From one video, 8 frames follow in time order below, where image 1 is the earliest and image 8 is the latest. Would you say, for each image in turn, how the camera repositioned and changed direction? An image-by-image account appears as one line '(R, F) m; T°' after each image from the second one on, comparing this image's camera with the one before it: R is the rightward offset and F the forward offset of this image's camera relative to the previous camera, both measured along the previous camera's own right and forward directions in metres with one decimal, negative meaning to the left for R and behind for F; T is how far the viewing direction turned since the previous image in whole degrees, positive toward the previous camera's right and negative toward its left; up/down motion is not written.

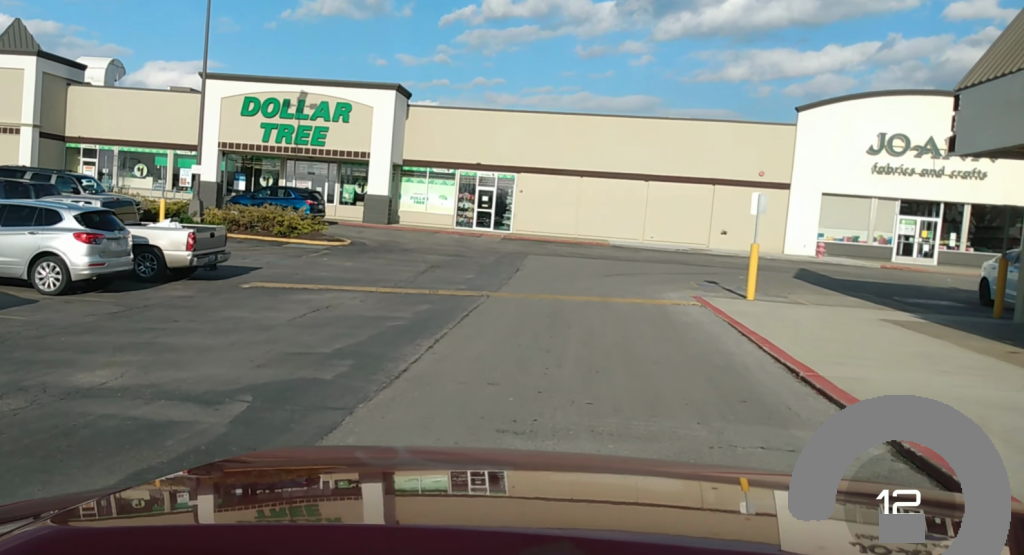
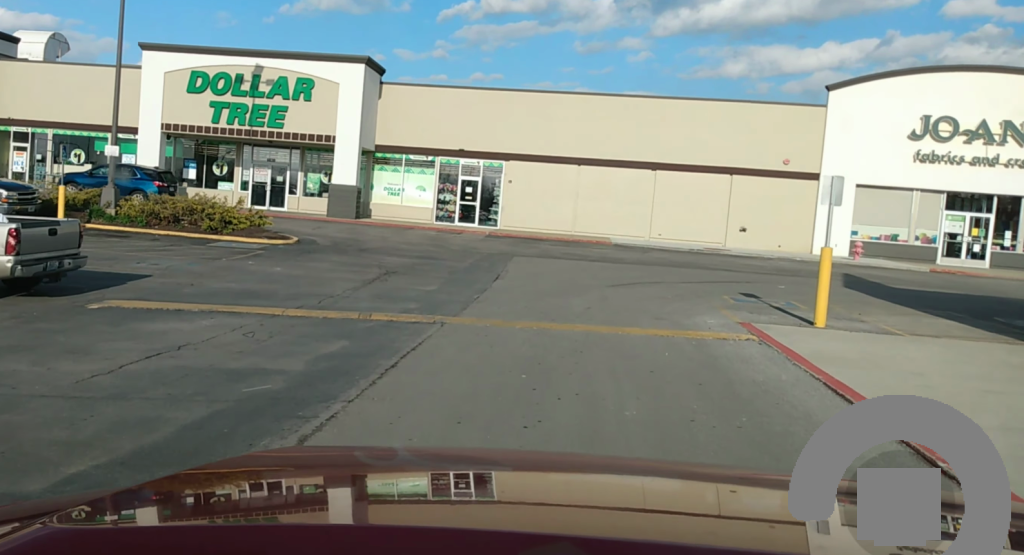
(0.0, +6.4) m; -4°
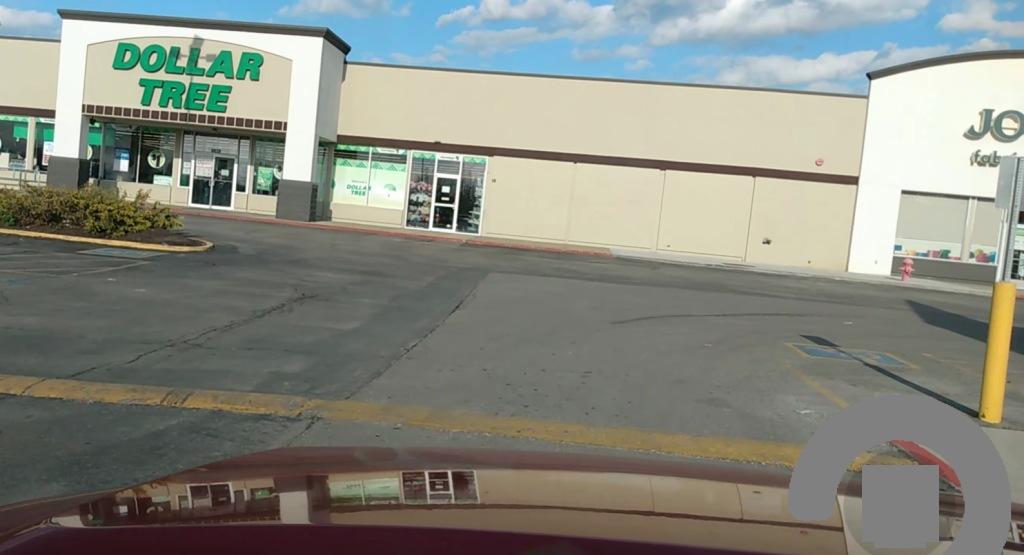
(-0.3, +6.0) m; 0°
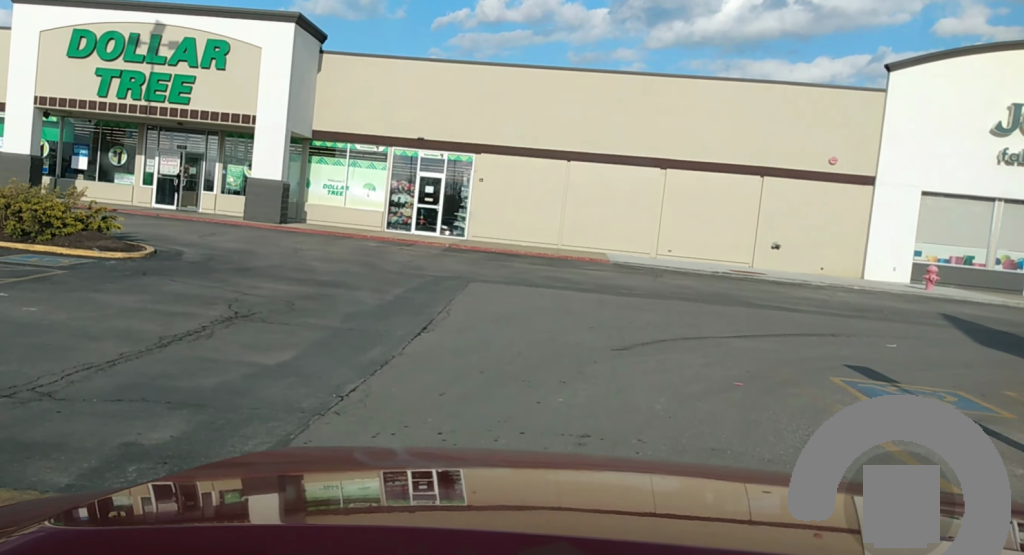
(+0.2, +2.8) m; +1°
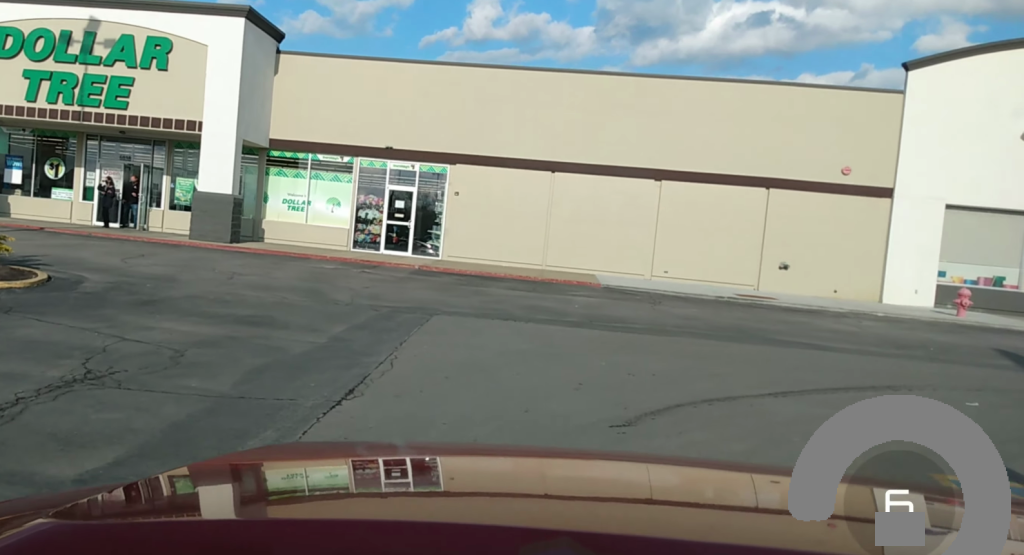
(-0.2, +4.0) m; -2°
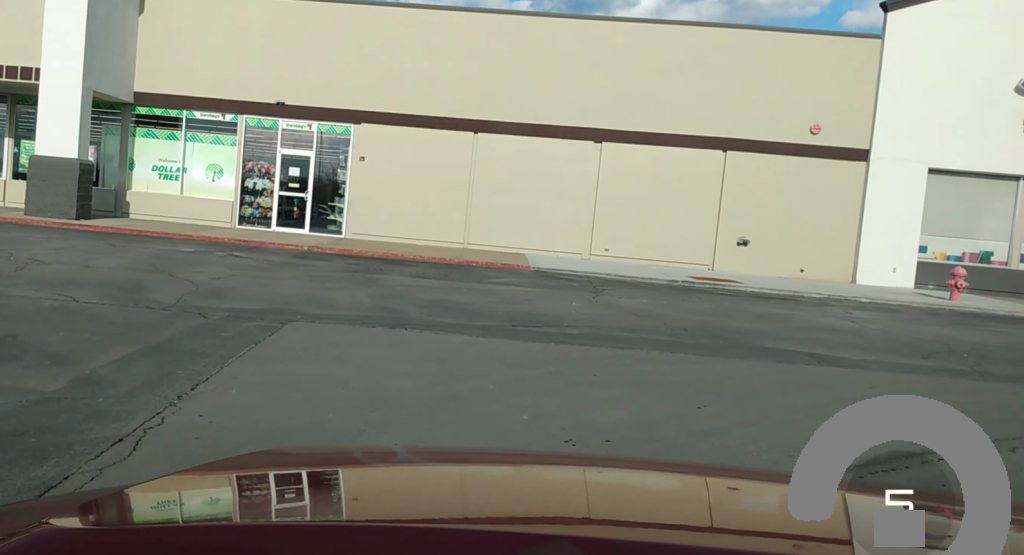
(+0.9, +5.7) m; +22°
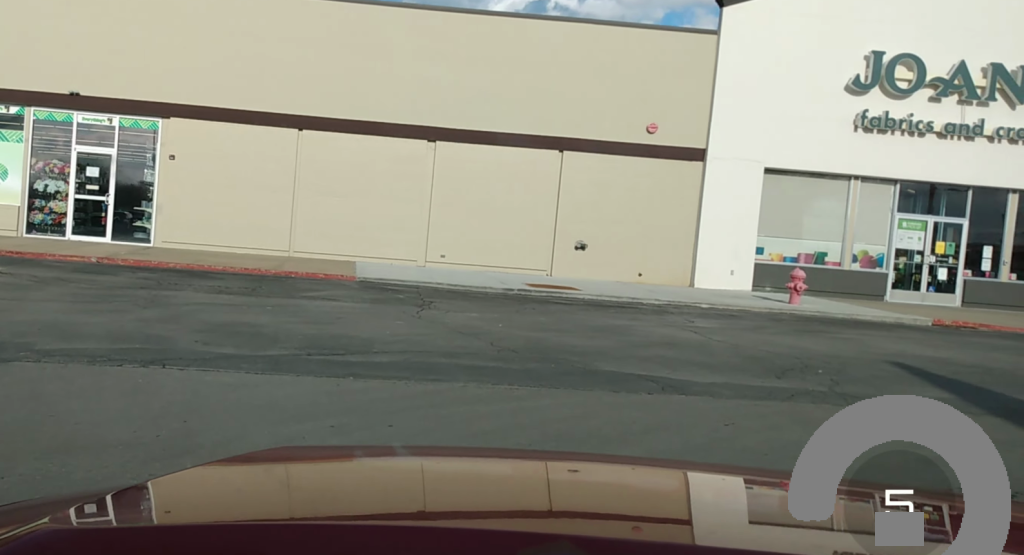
(+0.4, +2.6) m; +9°
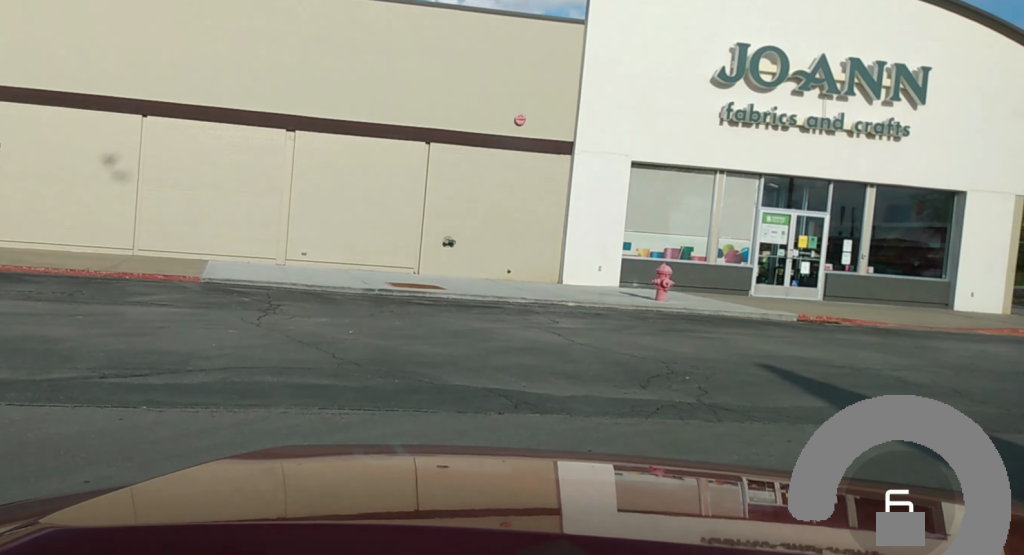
(+0.1, +1.5) m; +4°
